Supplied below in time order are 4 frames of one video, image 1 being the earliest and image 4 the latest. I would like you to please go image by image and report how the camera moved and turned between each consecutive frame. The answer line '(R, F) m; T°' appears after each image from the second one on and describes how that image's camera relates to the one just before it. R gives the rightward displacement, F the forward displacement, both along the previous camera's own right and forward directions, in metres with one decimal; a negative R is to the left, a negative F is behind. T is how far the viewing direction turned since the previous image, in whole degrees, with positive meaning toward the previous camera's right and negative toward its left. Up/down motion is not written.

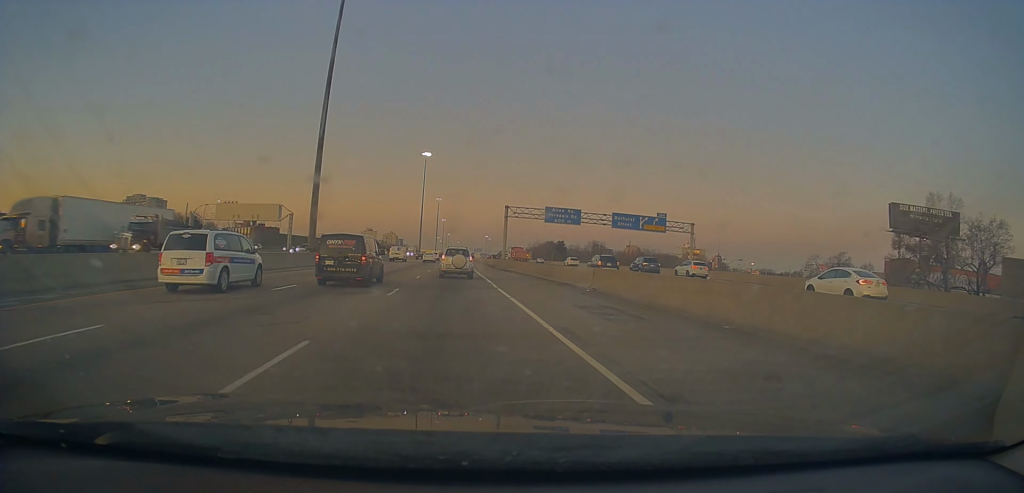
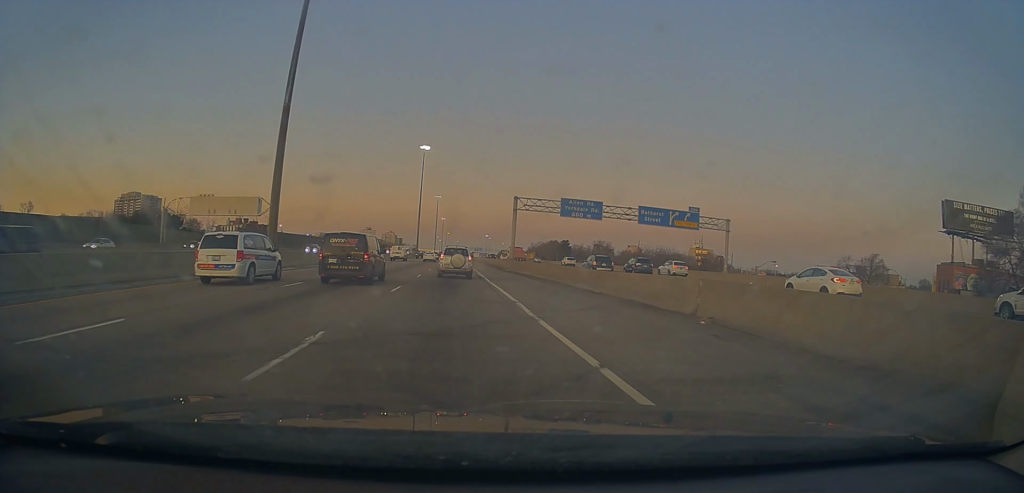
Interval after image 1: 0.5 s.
(0.0, +10.9) m; +1°
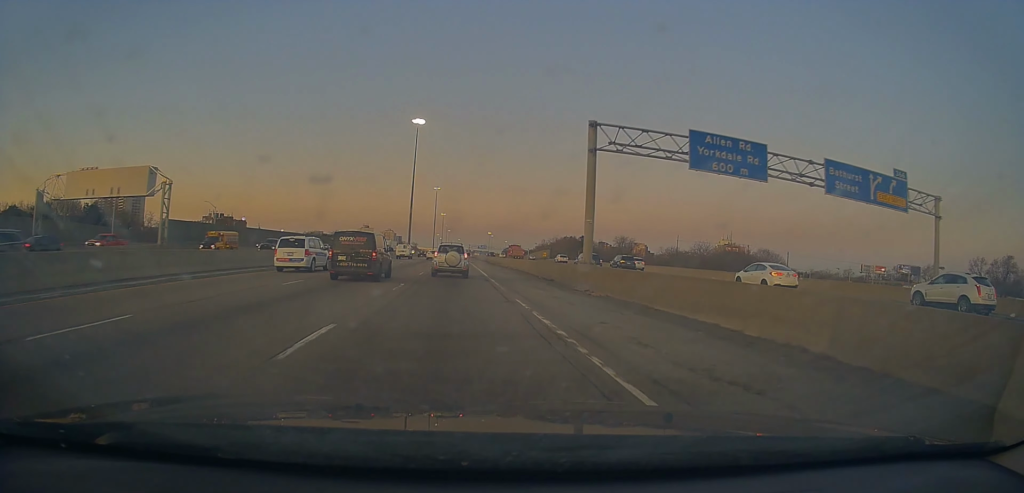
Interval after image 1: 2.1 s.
(+0.3, +35.1) m; -1°
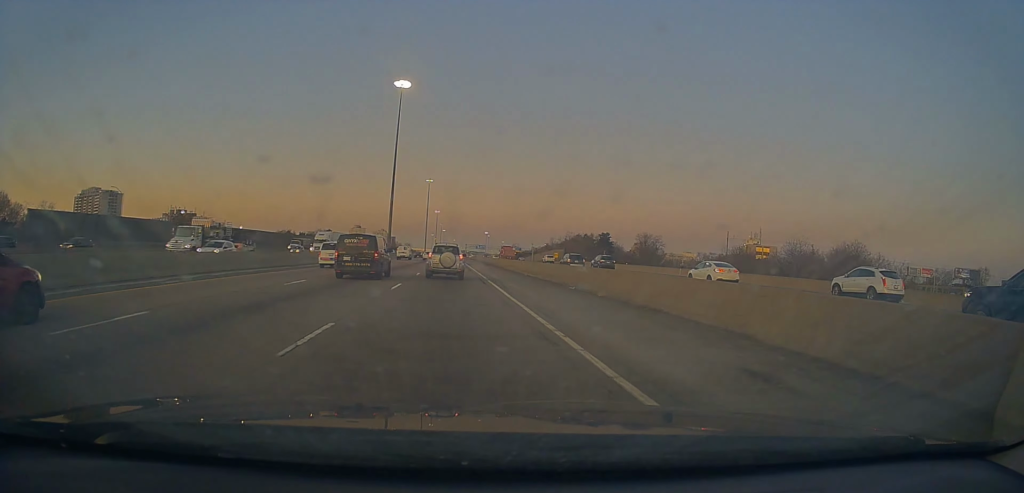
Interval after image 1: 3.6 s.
(-0.3, +35.5) m; 0°
